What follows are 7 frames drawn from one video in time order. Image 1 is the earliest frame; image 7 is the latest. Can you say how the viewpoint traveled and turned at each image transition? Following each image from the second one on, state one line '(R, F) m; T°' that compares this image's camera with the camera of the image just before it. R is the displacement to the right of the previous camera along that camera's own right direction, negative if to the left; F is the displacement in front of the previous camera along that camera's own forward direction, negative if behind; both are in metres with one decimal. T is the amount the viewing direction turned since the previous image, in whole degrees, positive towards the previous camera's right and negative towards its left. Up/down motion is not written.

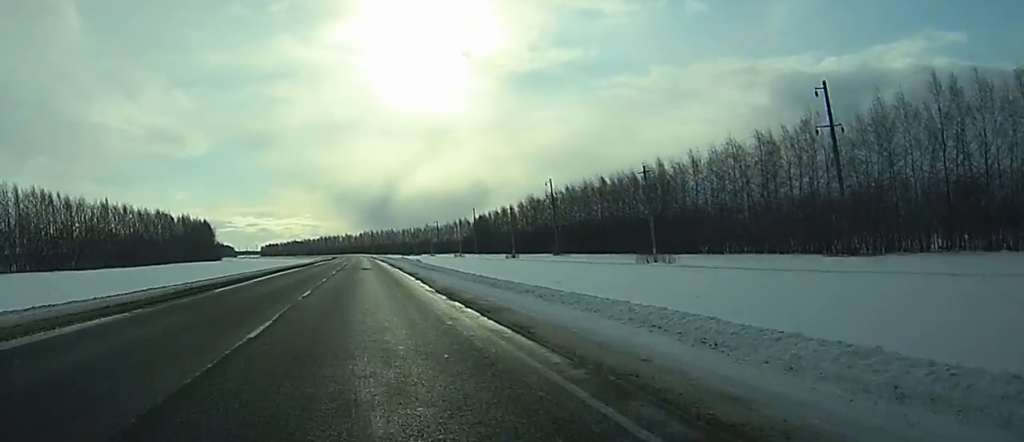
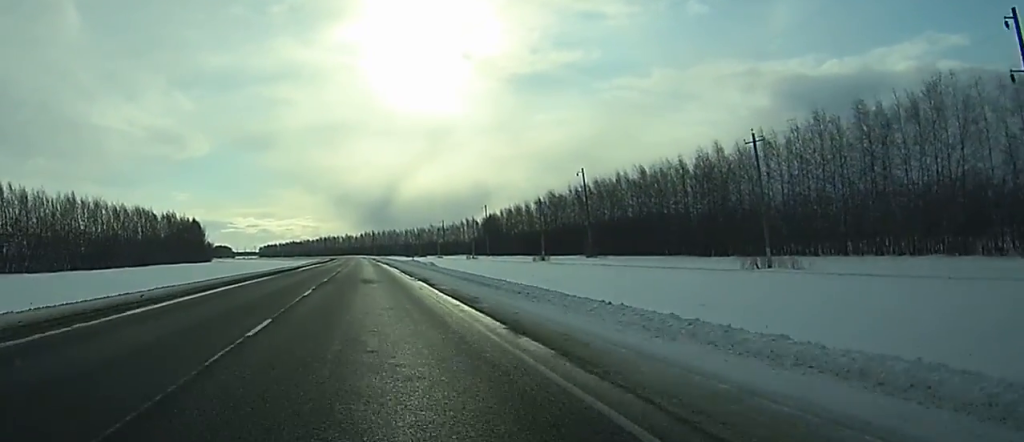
(0.0, +24.0) m; 0°
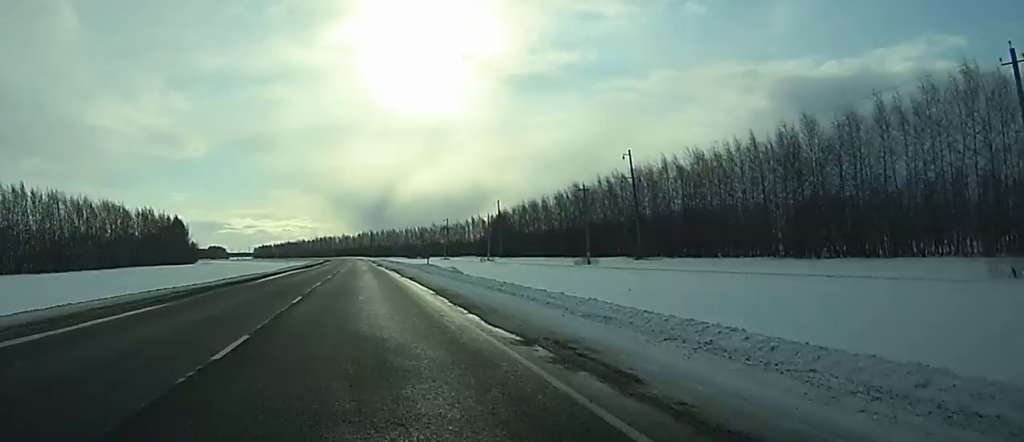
(-0.1, +26.6) m; 0°
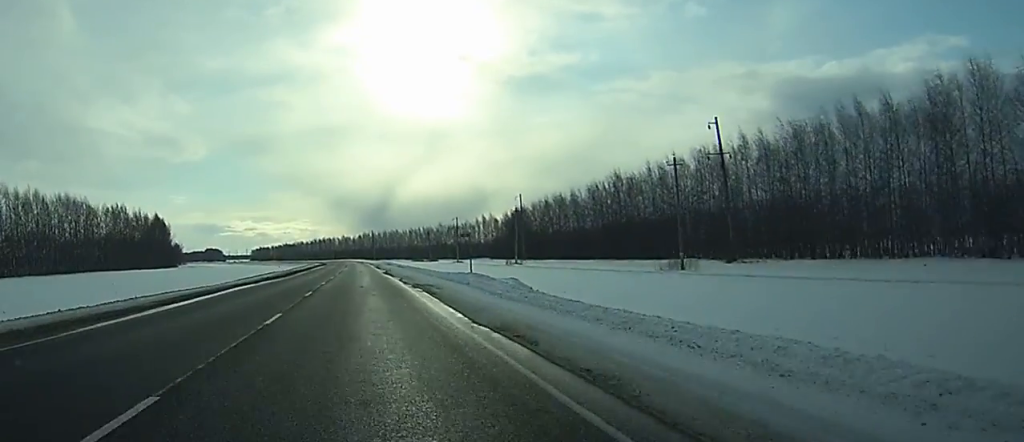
(0.0, +29.1) m; 0°
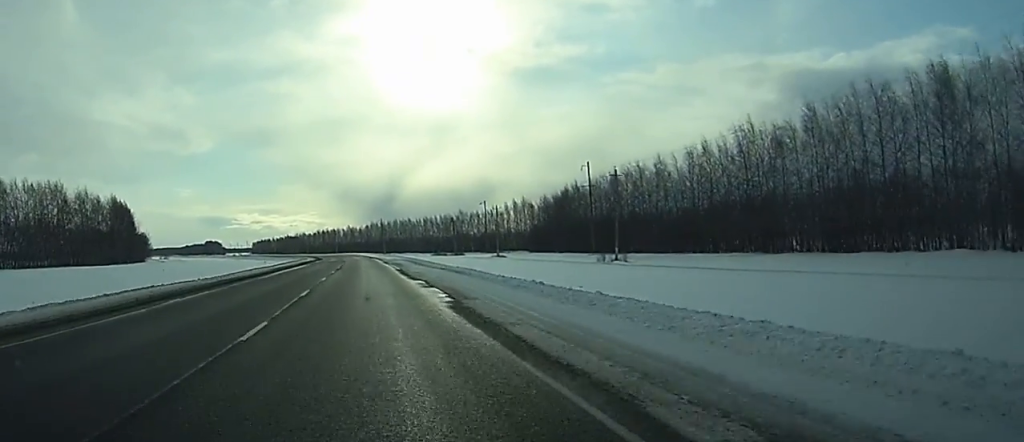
(+0.1, +51.1) m; 0°
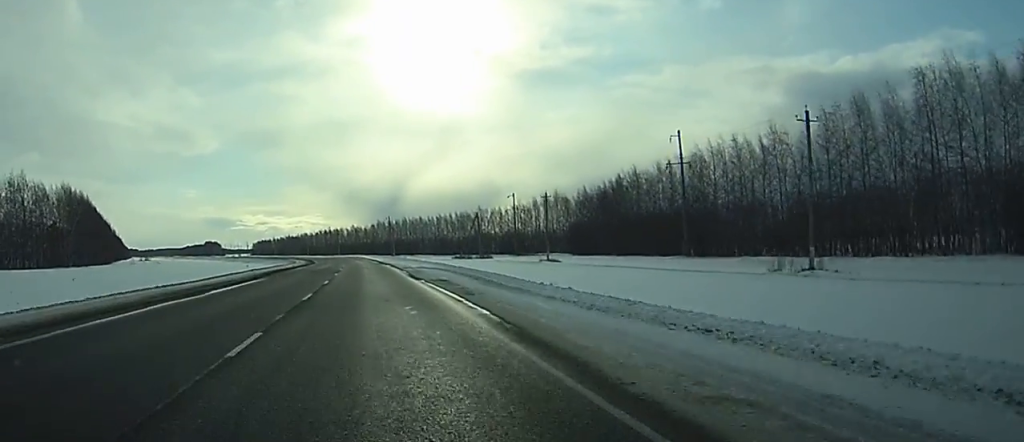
(0.0, +37.8) m; -1°
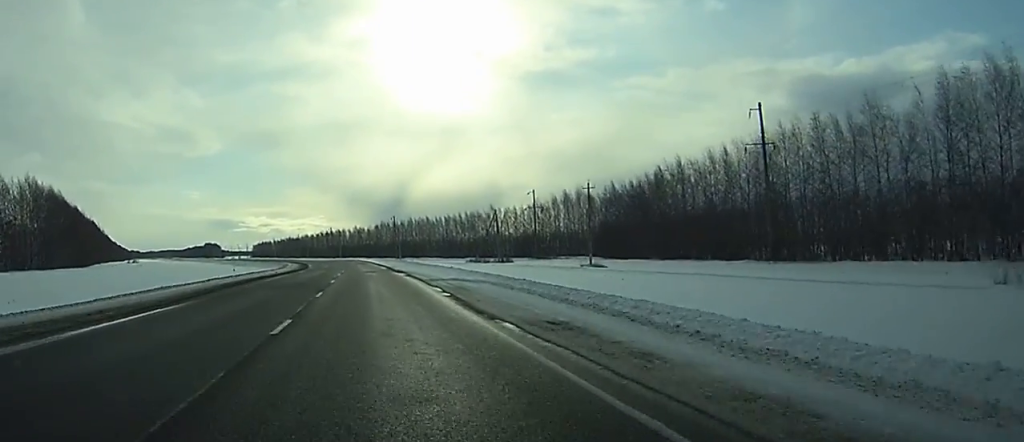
(-0.2, +20.5) m; 0°
